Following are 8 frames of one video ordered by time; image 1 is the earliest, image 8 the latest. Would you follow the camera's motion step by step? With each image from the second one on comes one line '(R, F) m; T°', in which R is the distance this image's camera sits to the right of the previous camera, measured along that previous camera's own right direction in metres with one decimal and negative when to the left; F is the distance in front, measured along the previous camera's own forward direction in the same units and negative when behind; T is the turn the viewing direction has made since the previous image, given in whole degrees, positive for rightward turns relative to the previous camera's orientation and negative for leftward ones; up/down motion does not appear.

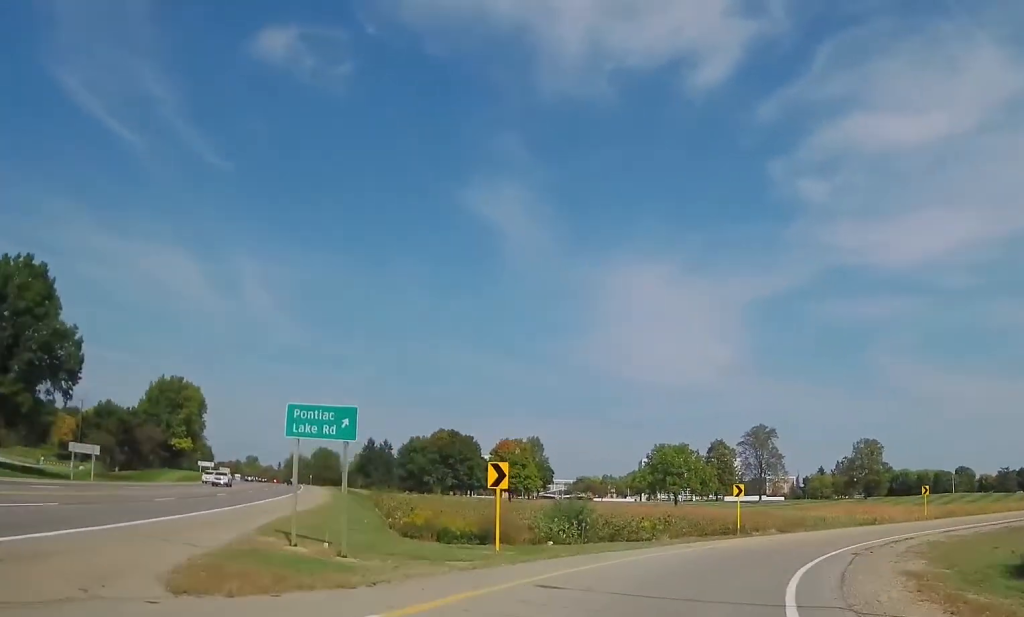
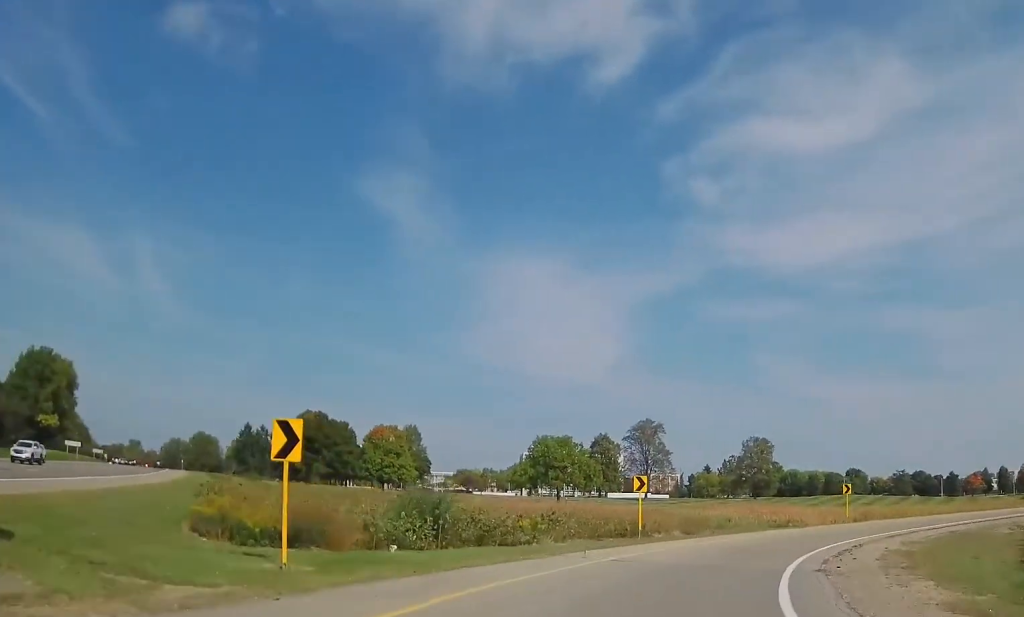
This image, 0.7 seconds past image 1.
(+0.6, +8.2) m; +10°
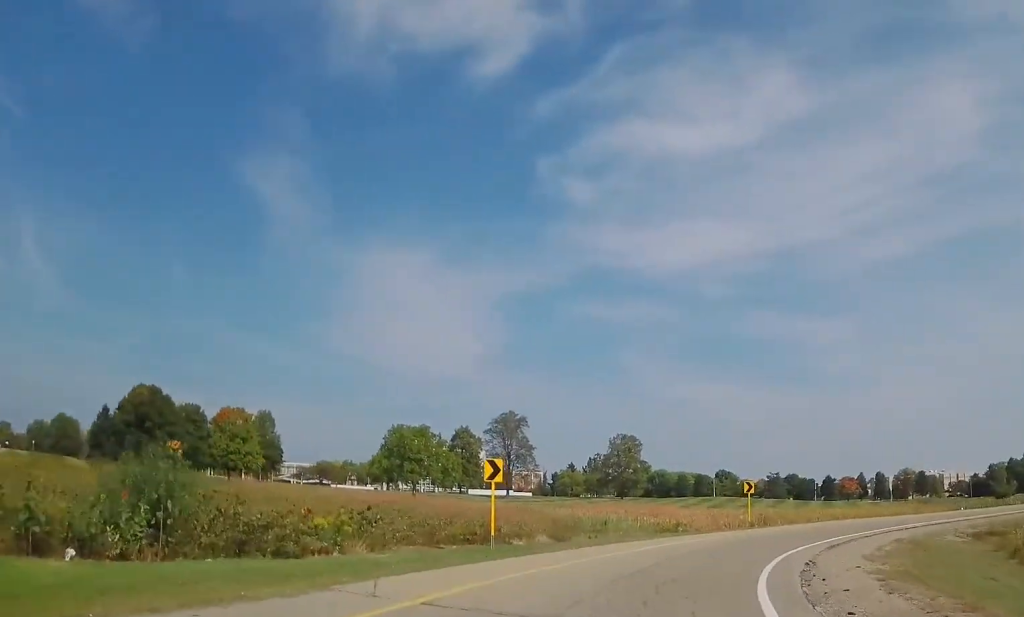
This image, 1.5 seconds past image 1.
(+1.0, +9.7) m; +13°
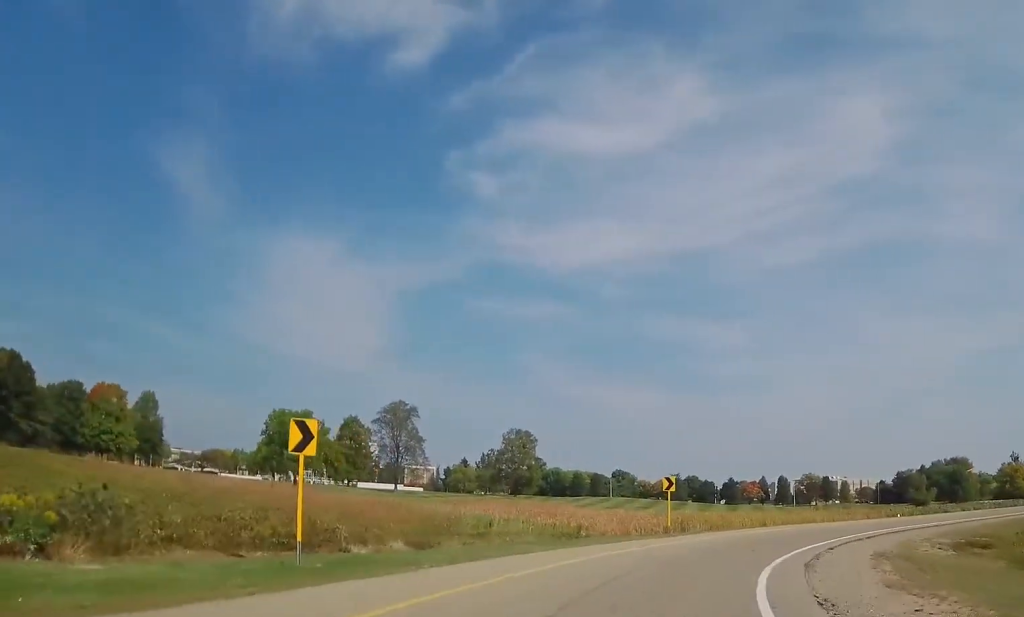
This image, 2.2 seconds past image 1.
(+1.2, +9.2) m; +10°
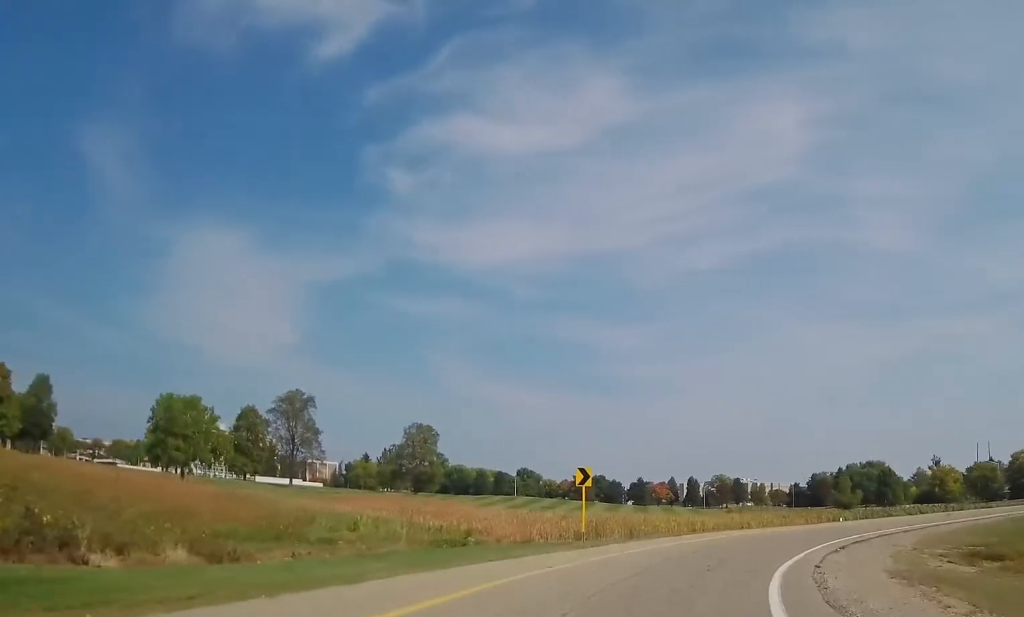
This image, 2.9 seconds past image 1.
(+0.2, +9.1) m; +6°
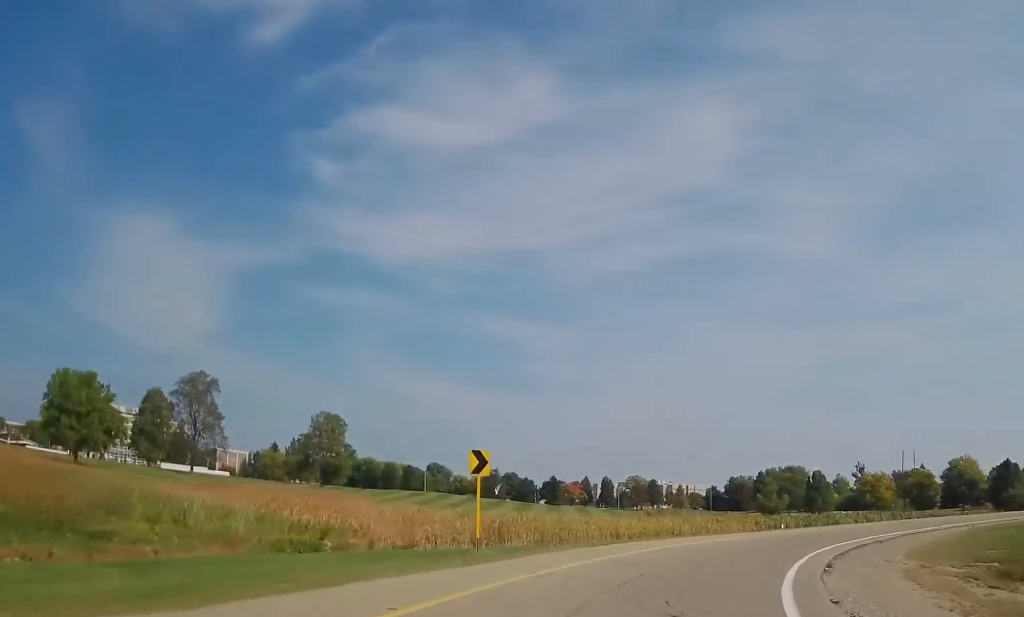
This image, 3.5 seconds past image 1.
(+0.5, +8.1) m; +9°
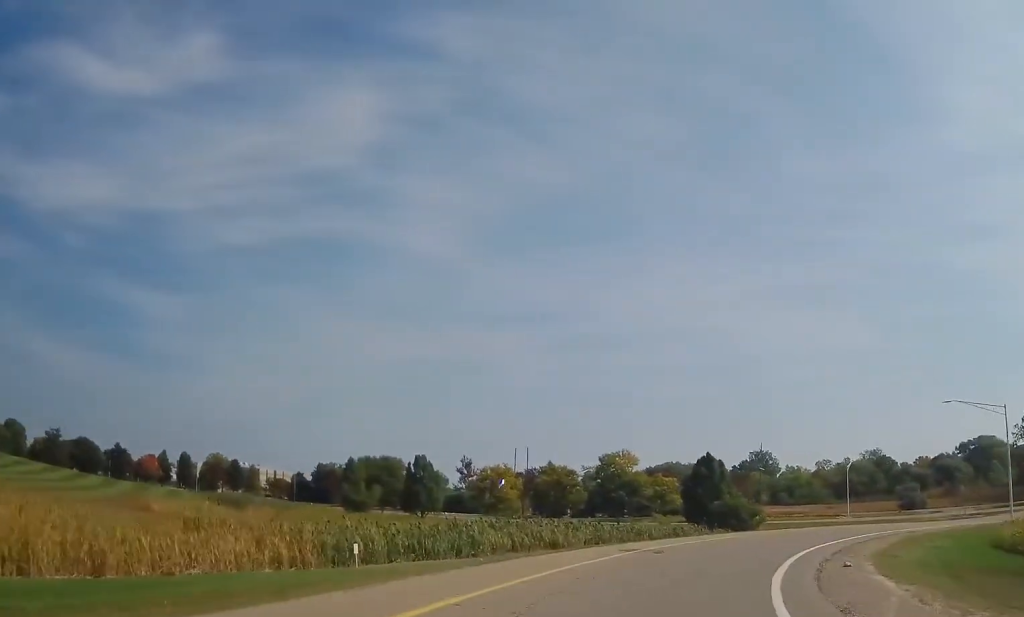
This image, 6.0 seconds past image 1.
(+11.9, +33.7) m; +37°
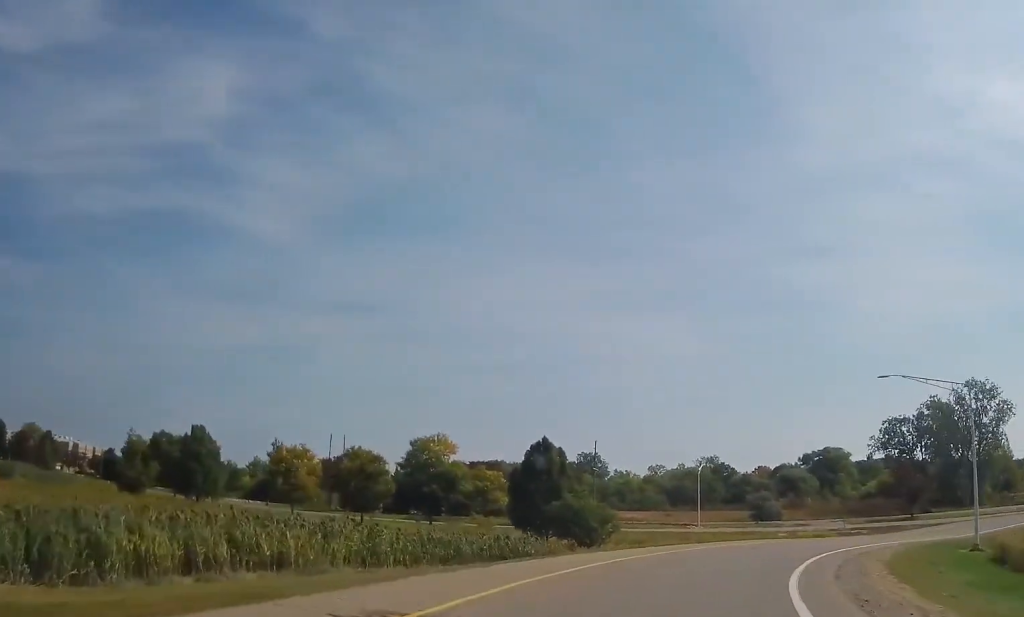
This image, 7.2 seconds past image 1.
(+3.0, +16.9) m; +13°
